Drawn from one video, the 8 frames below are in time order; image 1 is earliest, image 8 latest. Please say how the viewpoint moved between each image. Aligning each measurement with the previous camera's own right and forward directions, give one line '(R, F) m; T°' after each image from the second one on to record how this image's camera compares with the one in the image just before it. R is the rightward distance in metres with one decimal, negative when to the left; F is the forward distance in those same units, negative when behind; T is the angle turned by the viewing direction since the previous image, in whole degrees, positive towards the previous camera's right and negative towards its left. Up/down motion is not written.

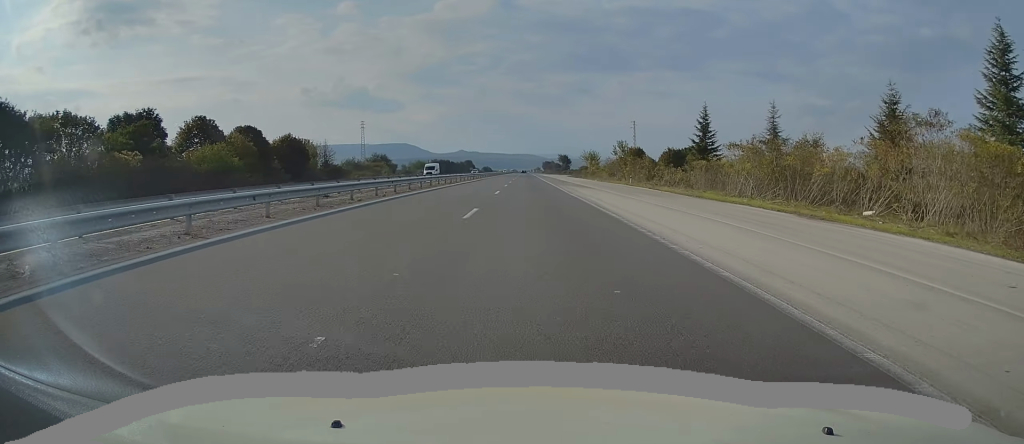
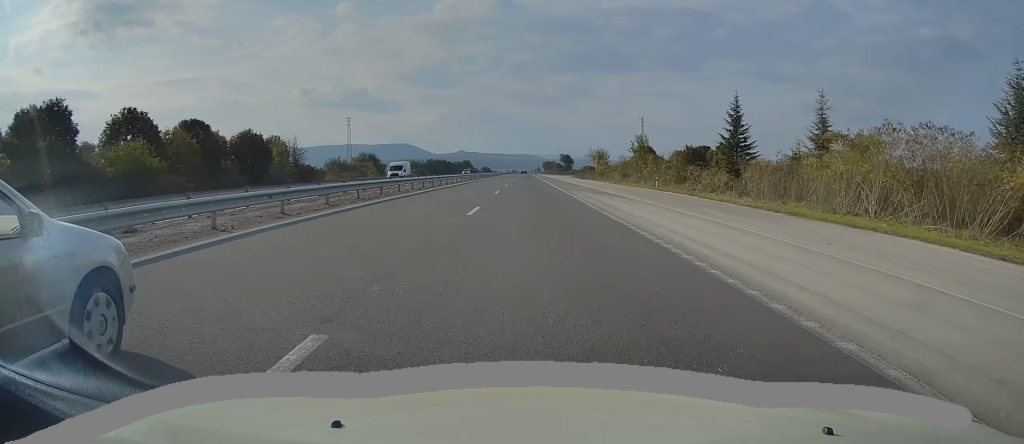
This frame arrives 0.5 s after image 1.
(-0.1, +14.8) m; 0°
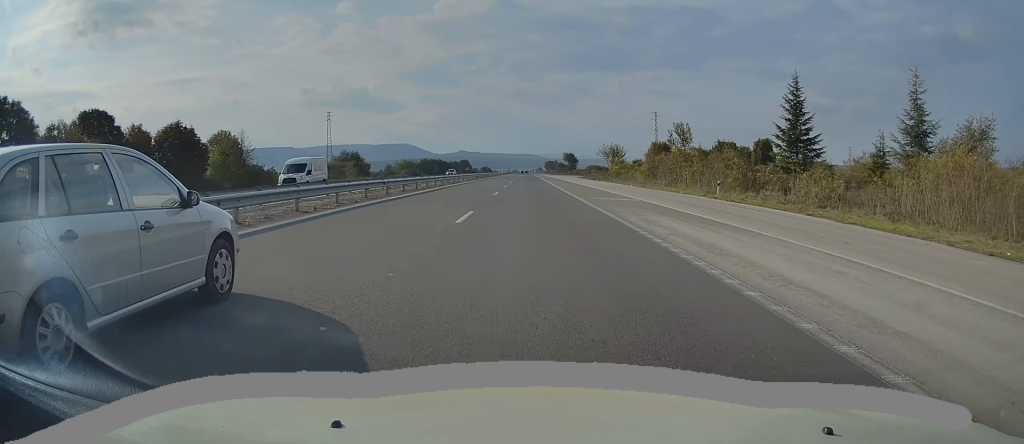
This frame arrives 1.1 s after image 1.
(+0.2, +18.8) m; 0°
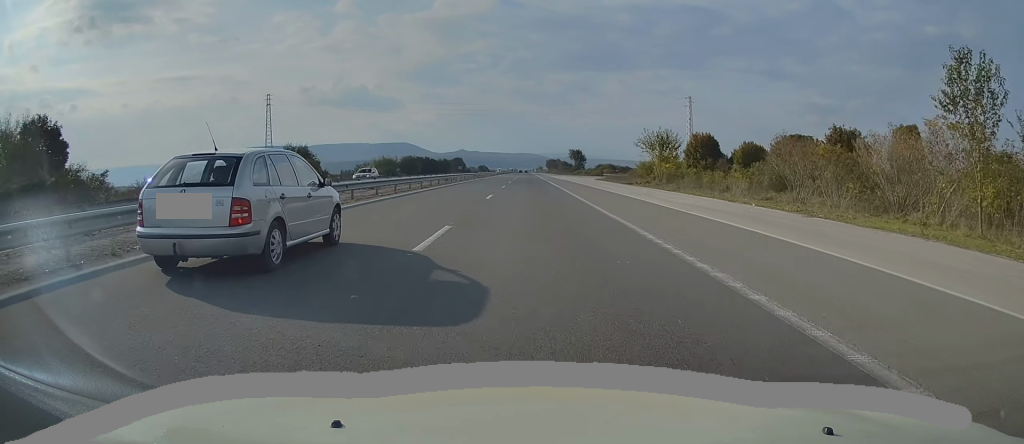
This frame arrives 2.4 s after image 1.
(-0.3, +37.7) m; 0°
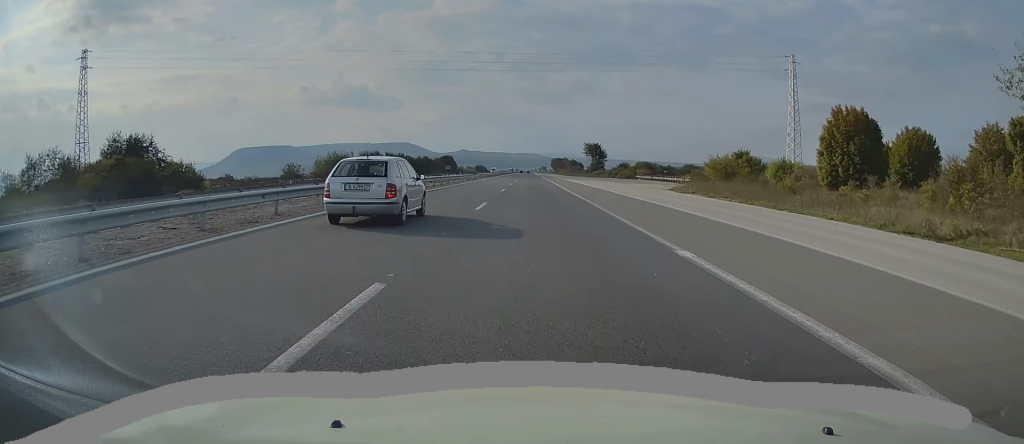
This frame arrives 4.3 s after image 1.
(0.0, +55.5) m; -1°
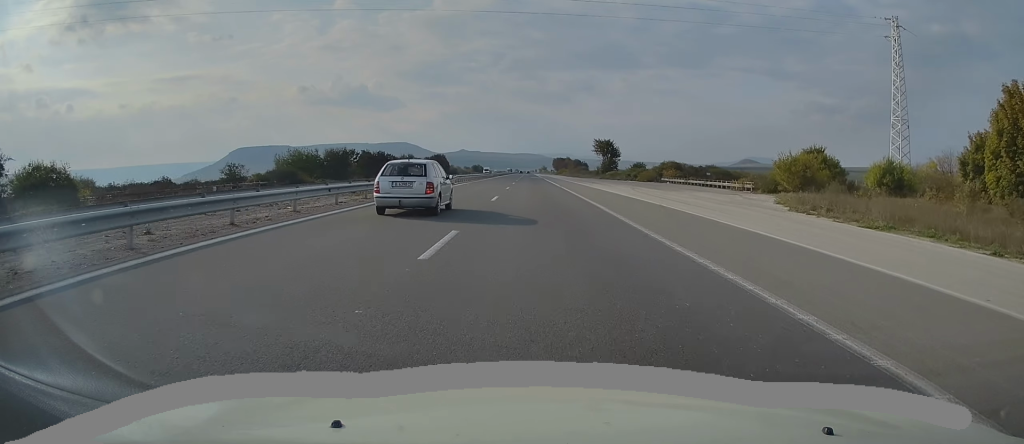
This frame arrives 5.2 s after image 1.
(0.0, +26.8) m; +1°
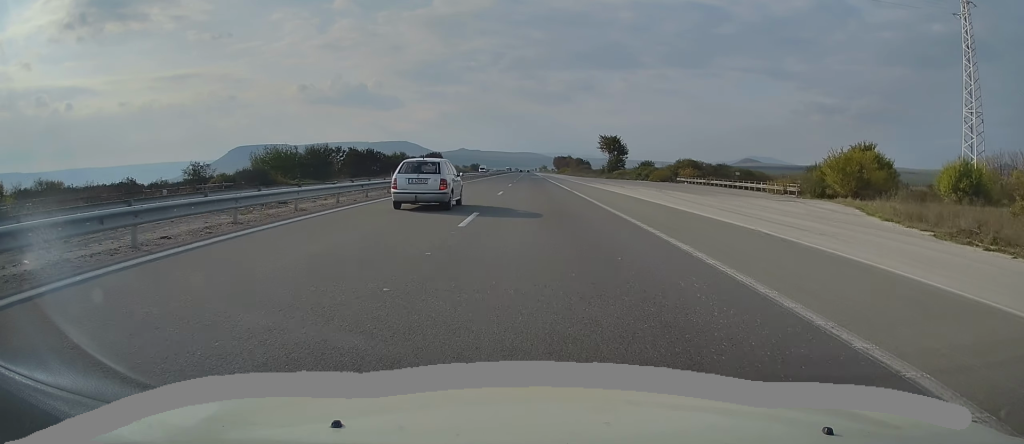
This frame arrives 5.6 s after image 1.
(0.0, +11.9) m; 0°
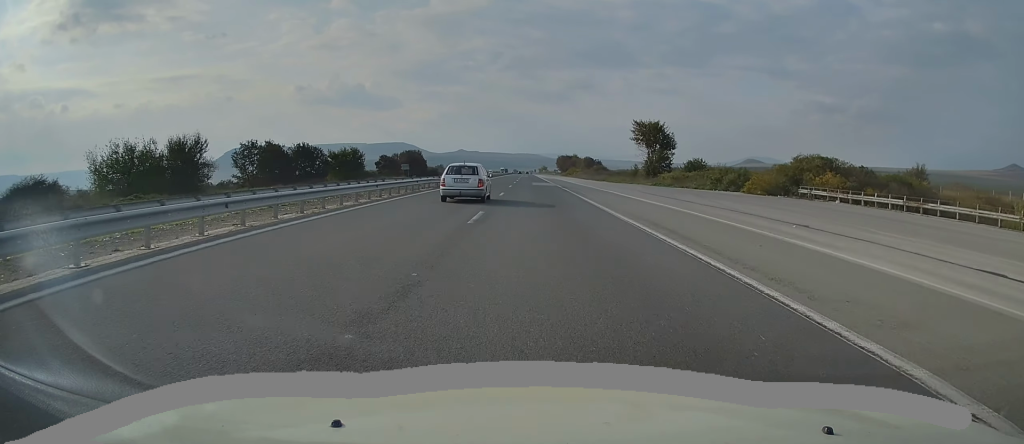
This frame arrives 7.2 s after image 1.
(0.0, +47.5) m; 0°
